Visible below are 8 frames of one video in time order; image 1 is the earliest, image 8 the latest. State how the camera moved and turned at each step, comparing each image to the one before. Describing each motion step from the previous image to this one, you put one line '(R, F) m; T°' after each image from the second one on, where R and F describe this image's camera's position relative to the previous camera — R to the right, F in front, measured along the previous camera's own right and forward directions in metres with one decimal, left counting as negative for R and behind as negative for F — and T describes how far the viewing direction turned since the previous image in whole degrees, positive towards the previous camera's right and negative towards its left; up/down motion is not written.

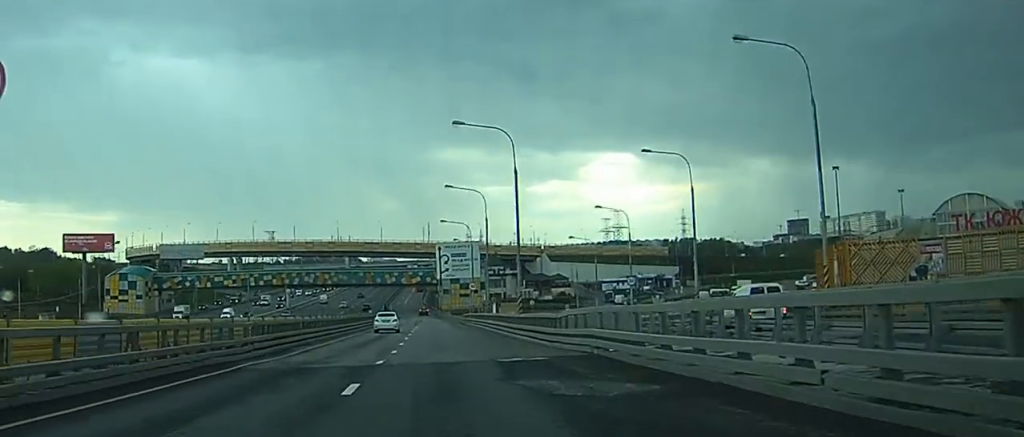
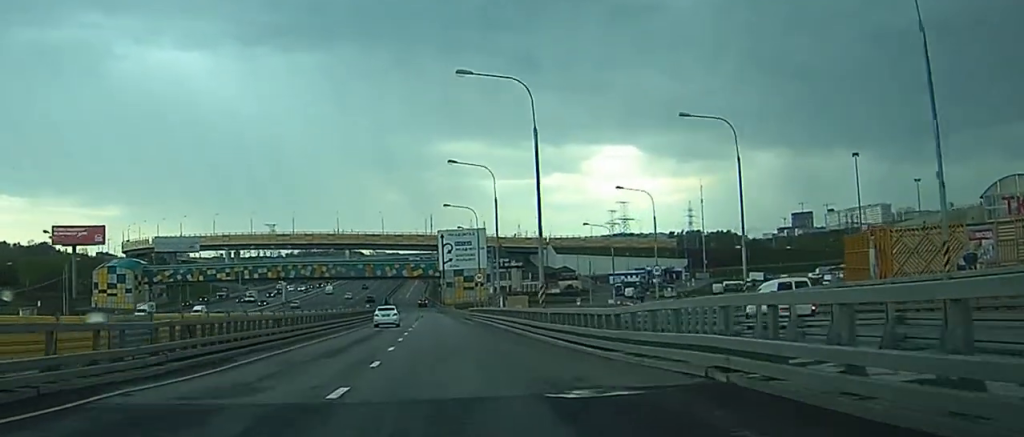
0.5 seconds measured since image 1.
(0.0, +9.9) m; 0°
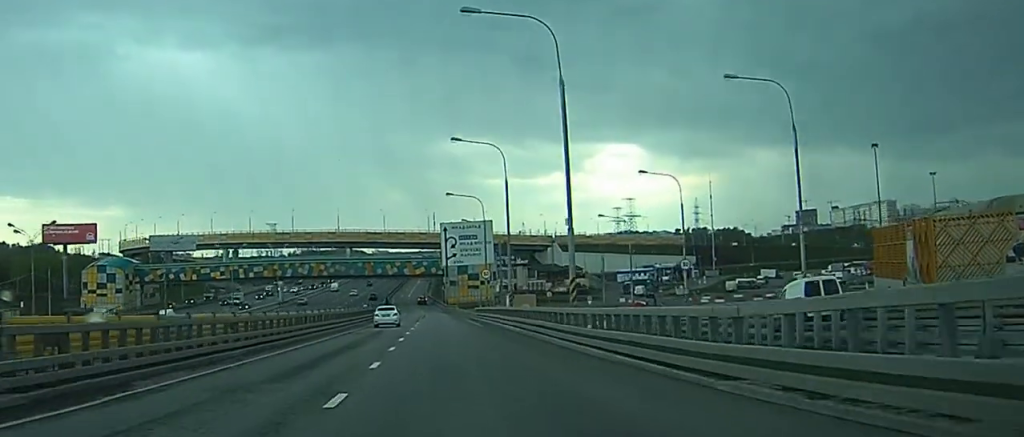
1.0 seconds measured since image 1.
(0.0, +8.6) m; 0°
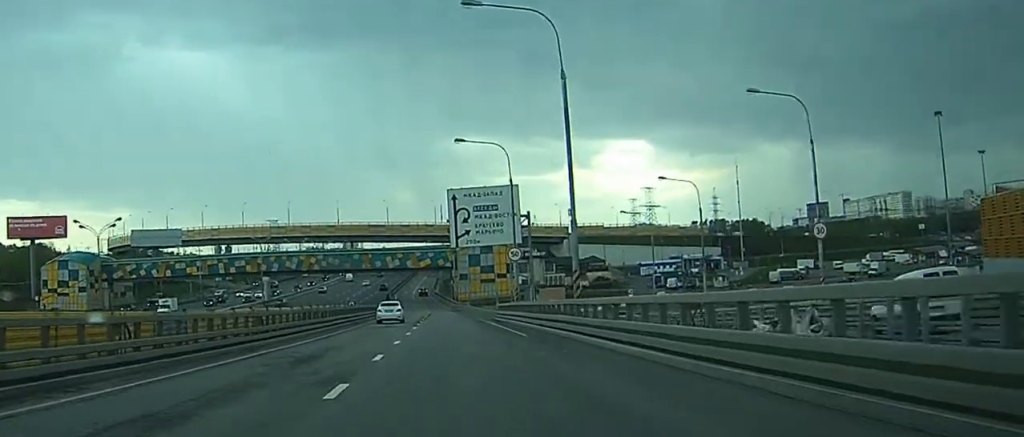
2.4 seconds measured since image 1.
(0.0, +25.0) m; -1°
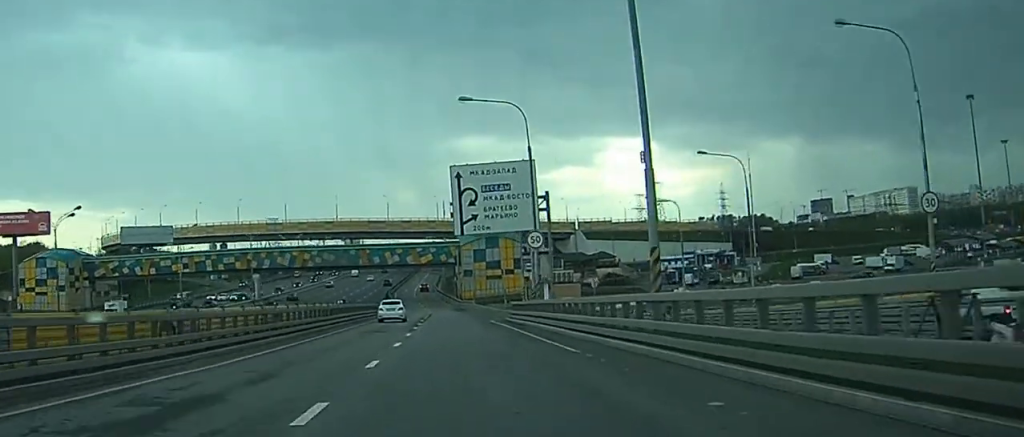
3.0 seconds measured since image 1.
(-0.1, +10.9) m; 0°
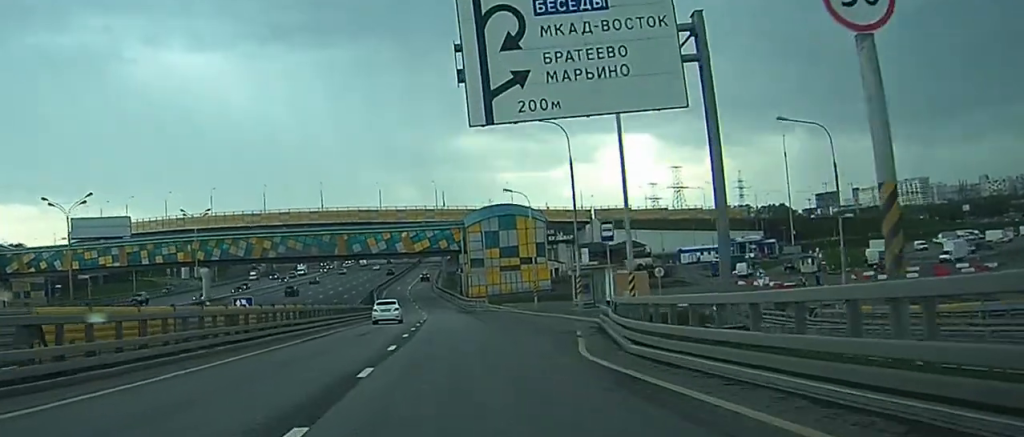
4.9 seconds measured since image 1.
(-0.2, +33.5) m; 0°
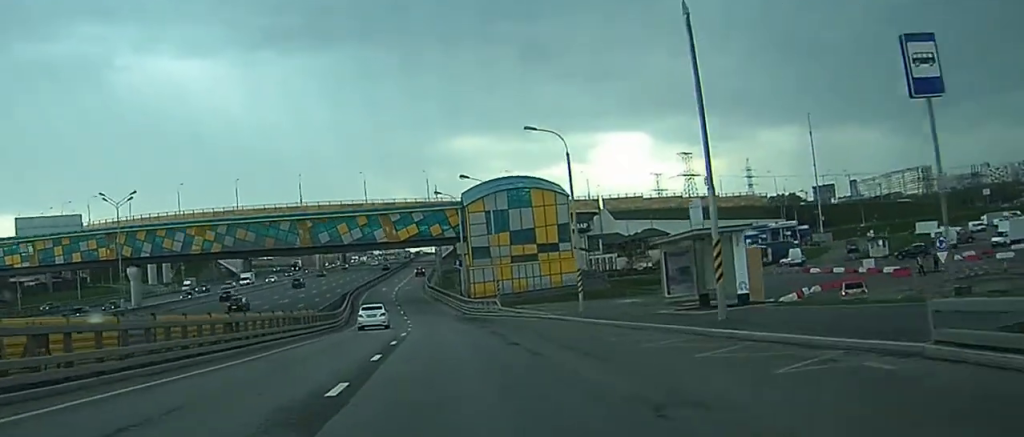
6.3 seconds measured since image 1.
(-0.1, +24.1) m; -1°
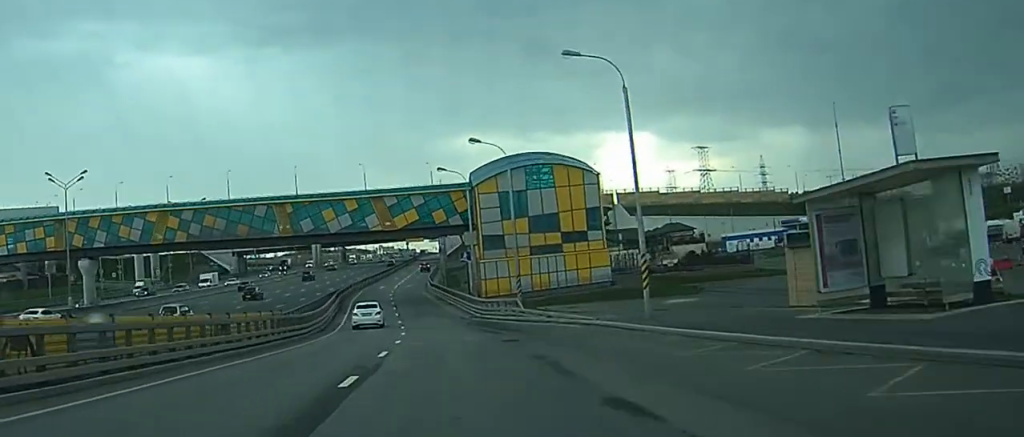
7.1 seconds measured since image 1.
(0.0, +13.3) m; 0°
